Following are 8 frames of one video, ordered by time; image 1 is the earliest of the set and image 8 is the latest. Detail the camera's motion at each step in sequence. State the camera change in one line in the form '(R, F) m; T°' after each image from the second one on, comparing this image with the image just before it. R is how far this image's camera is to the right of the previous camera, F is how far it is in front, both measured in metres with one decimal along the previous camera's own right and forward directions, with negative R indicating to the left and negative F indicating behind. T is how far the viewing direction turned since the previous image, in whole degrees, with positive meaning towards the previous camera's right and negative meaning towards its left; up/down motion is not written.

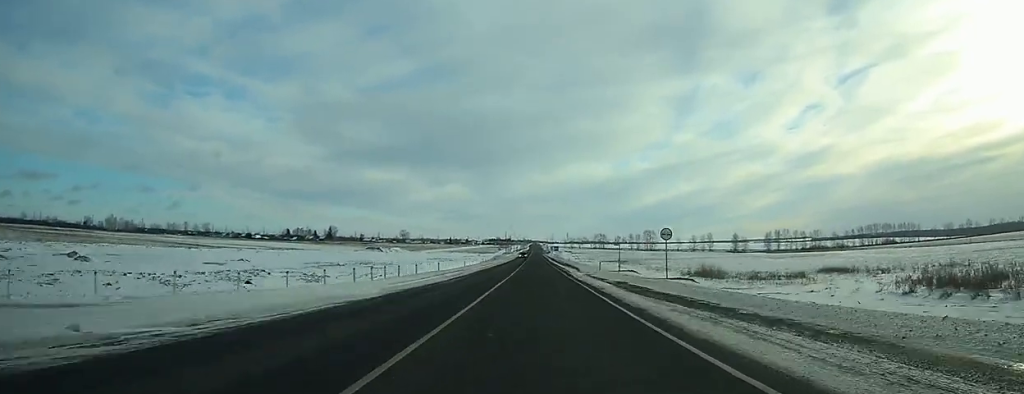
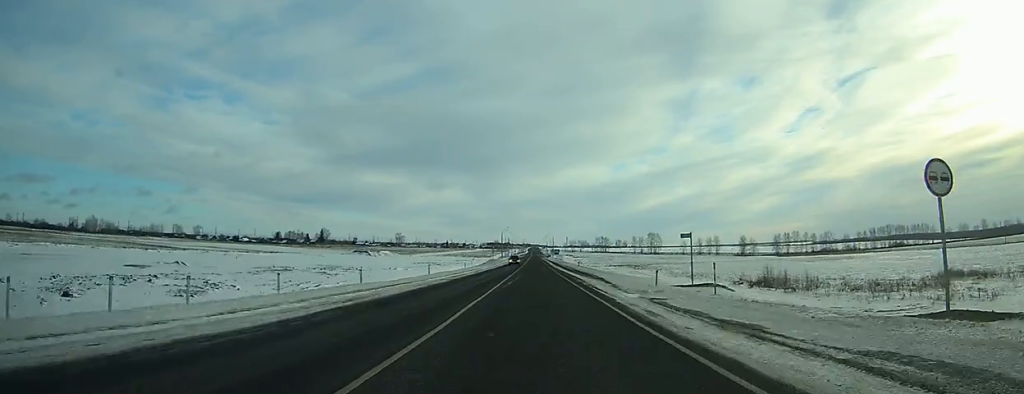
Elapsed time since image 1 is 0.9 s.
(0.0, +22.6) m; 0°
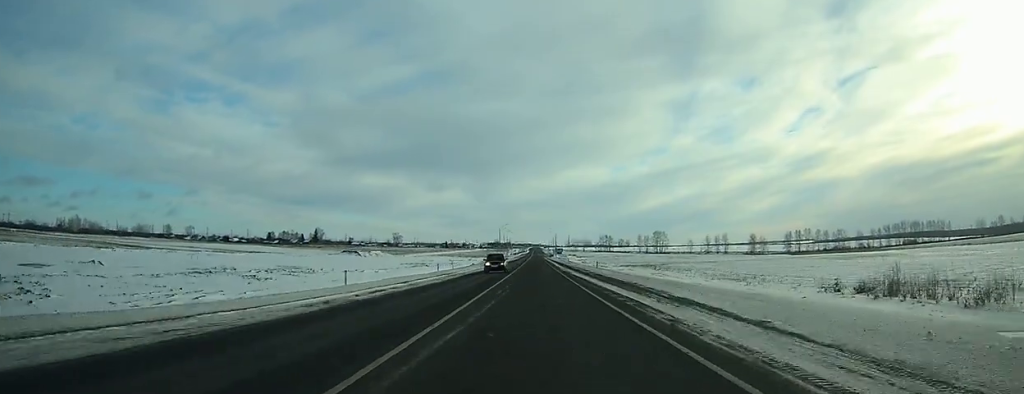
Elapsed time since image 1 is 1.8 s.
(+0.1, +19.8) m; 0°
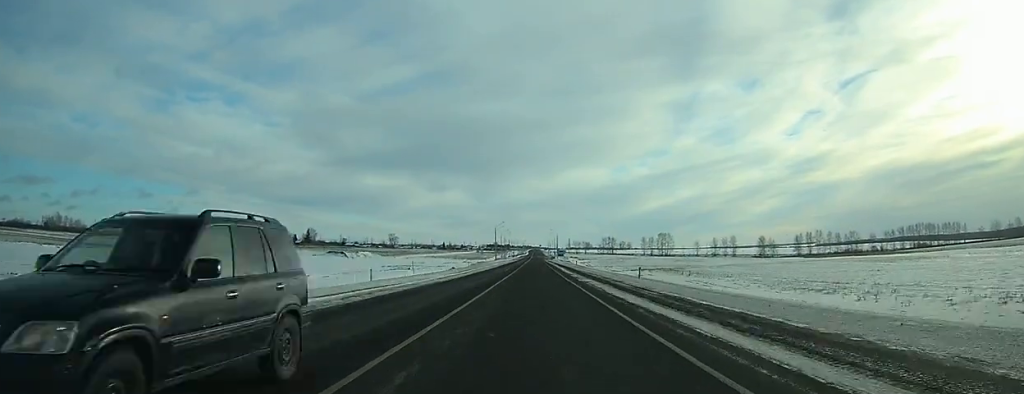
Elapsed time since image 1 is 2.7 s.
(+0.1, +19.8) m; 0°
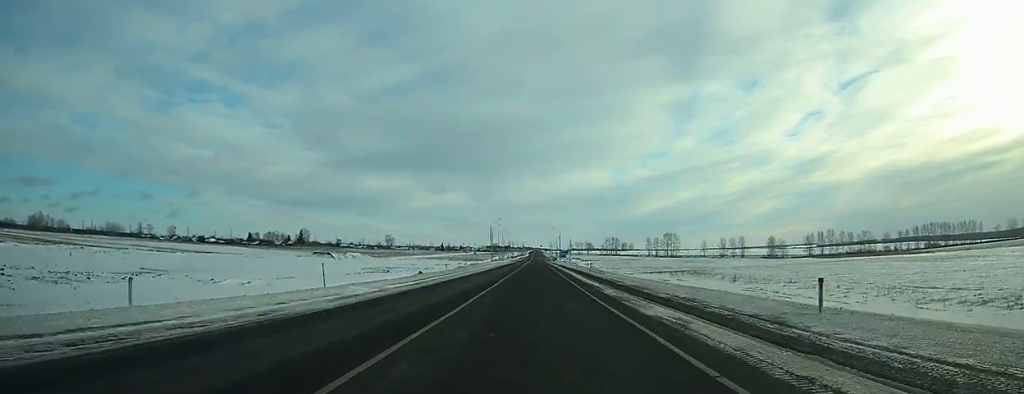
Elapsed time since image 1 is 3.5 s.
(0.0, +19.1) m; 0°
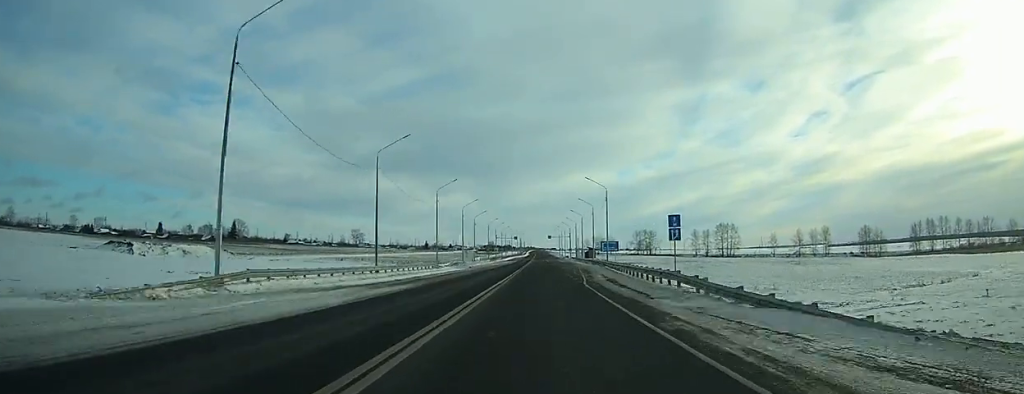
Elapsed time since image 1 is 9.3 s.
(-0.2, +138.2) m; 0°
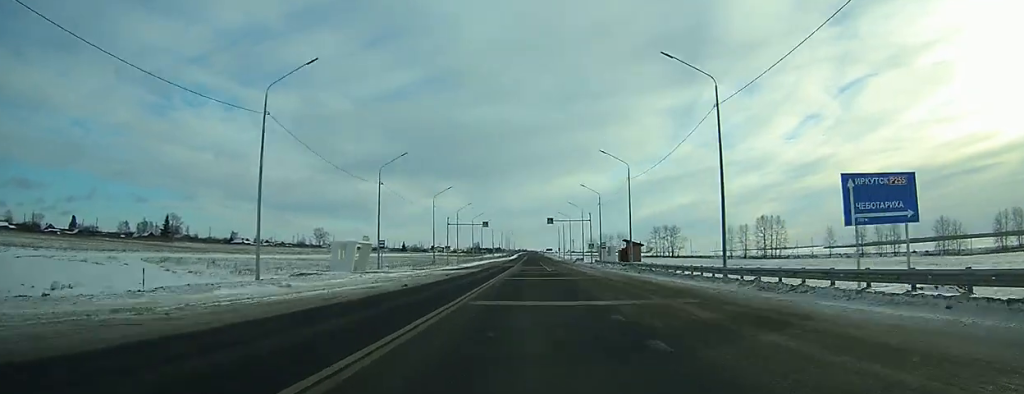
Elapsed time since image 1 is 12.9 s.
(+0.3, +79.2) m; 0°
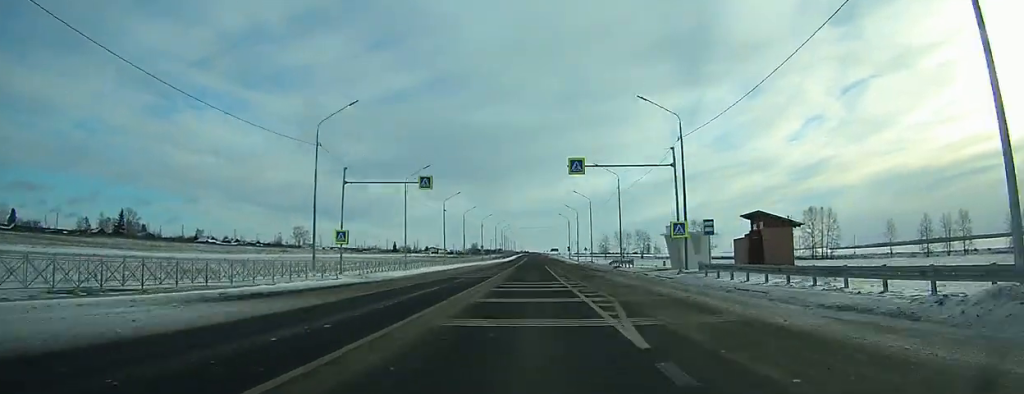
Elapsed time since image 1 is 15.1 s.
(-0.1, +49.9) m; 0°
